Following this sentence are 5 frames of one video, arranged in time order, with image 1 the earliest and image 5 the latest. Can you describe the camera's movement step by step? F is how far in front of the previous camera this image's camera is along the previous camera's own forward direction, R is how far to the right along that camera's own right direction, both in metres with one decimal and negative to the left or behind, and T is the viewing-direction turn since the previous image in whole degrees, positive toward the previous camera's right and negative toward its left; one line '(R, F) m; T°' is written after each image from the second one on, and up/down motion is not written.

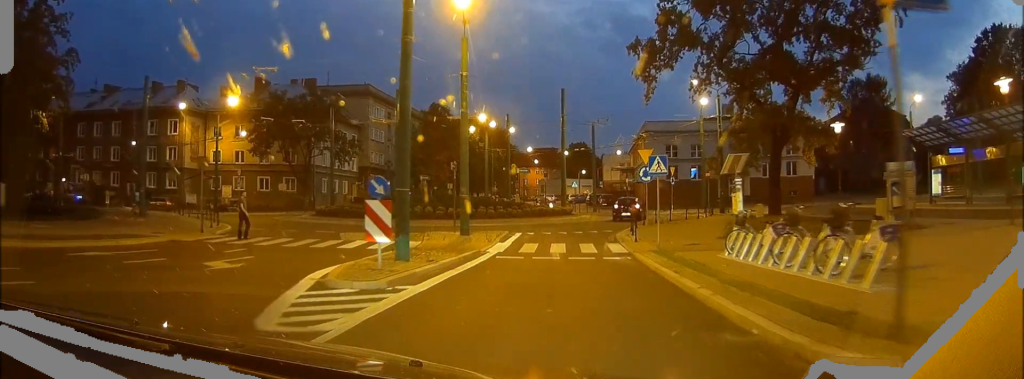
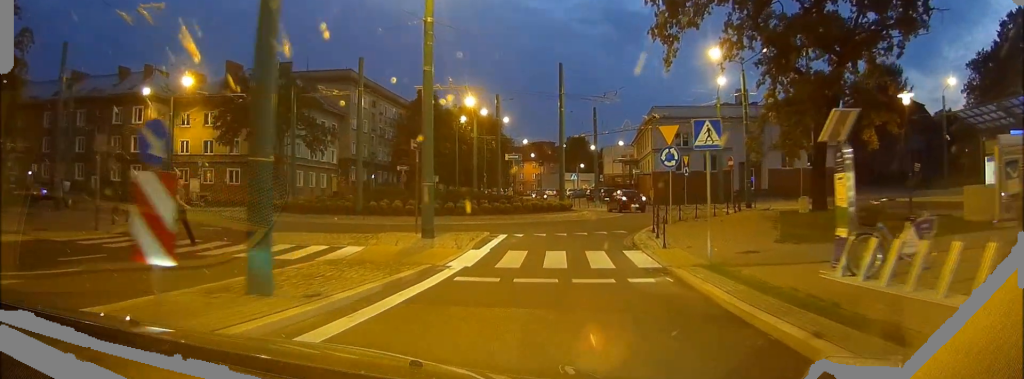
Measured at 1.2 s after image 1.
(-0.1, +8.2) m; -1°
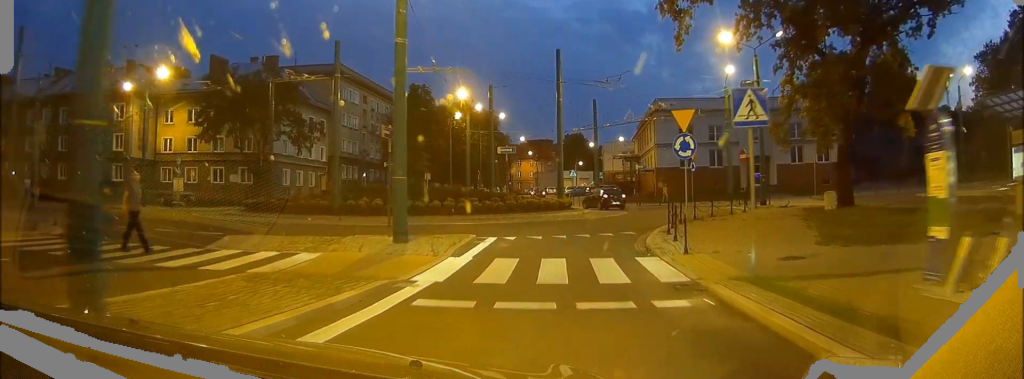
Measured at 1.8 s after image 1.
(0.0, +3.6) m; 0°
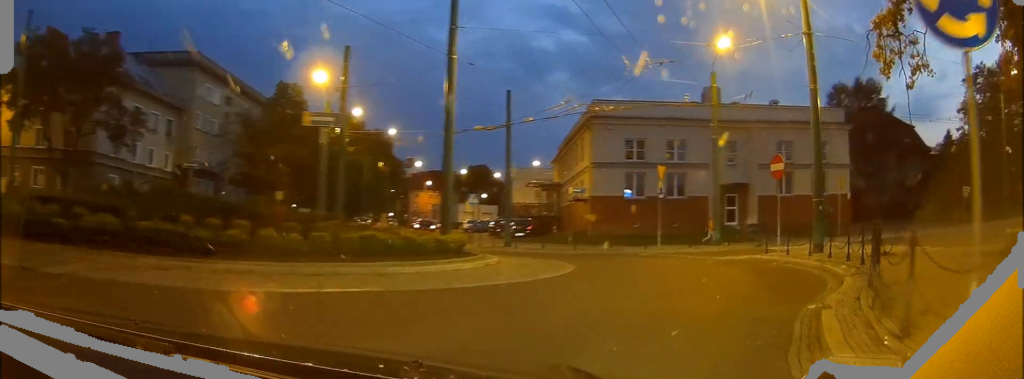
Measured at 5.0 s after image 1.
(+0.5, +17.1) m; +15°
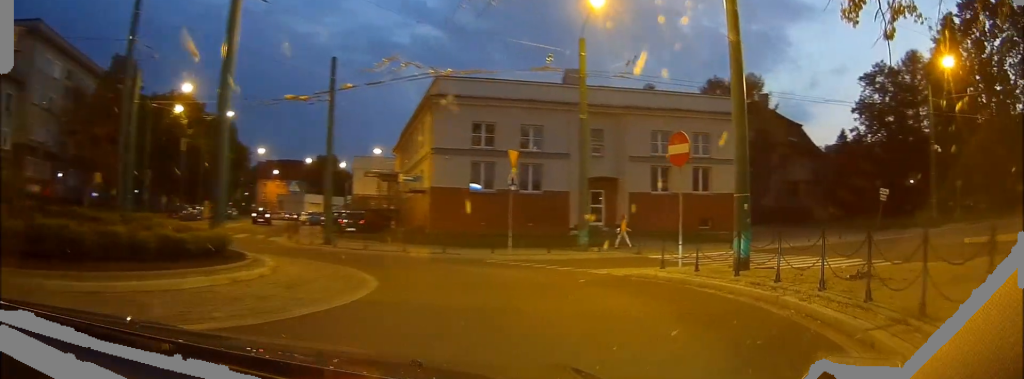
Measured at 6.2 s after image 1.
(+0.6, +6.0) m; +9°
